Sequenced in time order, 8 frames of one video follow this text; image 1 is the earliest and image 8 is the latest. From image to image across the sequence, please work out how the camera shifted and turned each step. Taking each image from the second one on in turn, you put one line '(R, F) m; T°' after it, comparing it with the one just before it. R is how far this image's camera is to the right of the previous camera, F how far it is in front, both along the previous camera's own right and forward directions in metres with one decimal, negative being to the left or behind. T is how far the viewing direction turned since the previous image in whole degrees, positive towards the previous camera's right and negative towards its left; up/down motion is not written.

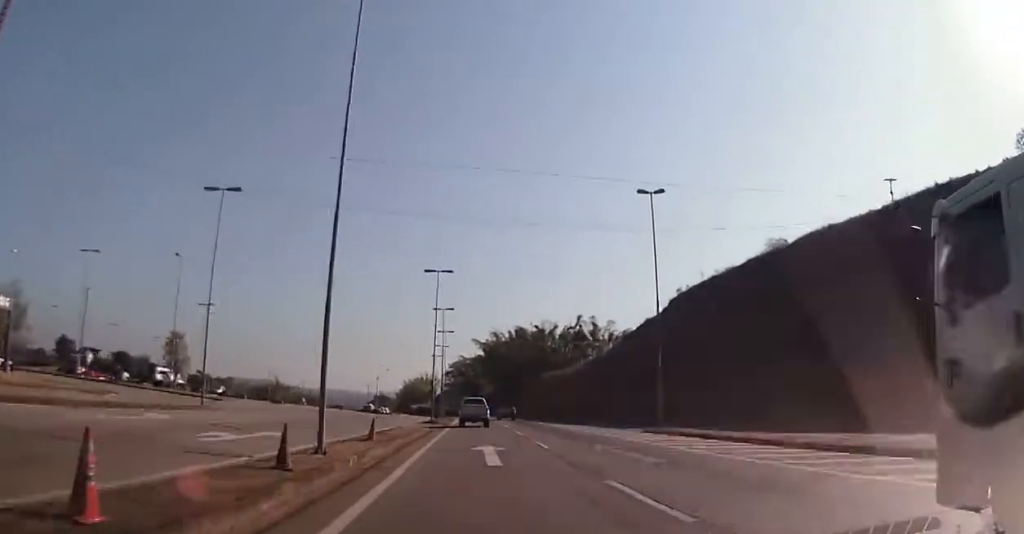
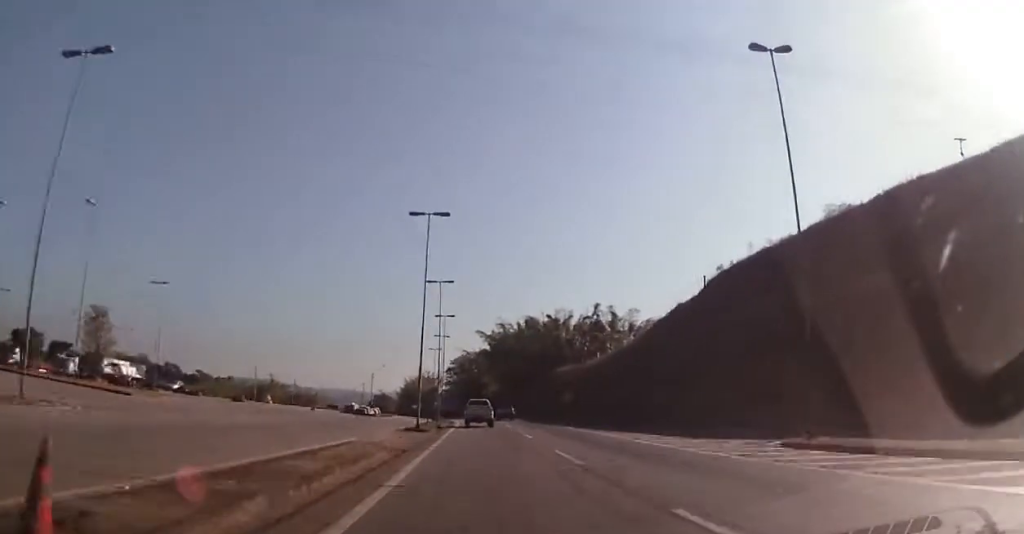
(0.0, +16.1) m; 0°
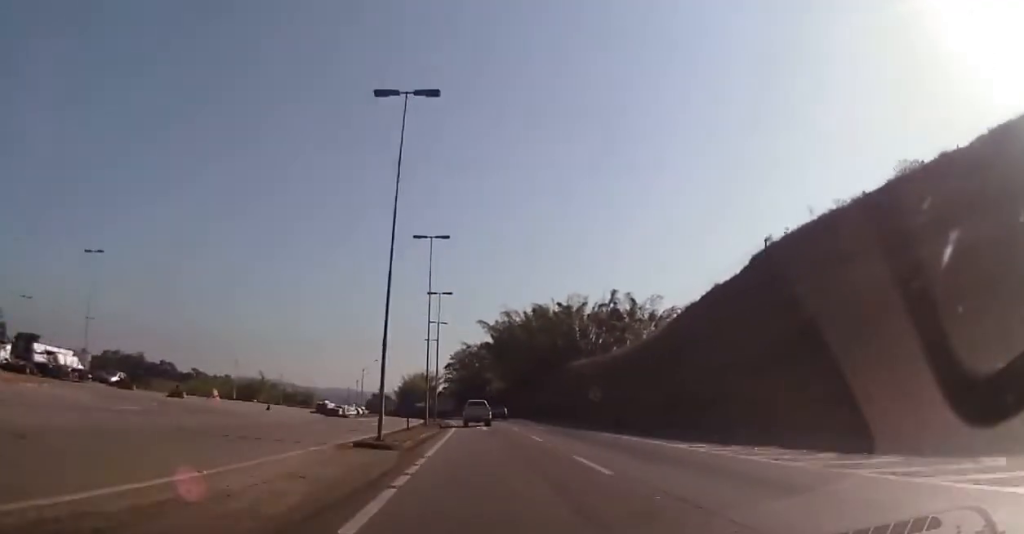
(-0.1, +15.1) m; 0°
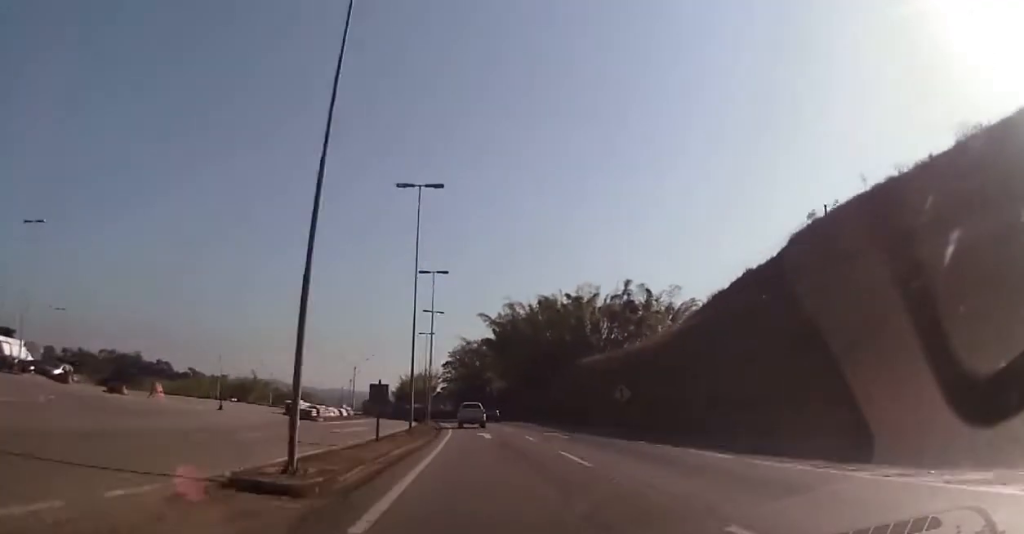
(-0.1, +10.2) m; 0°
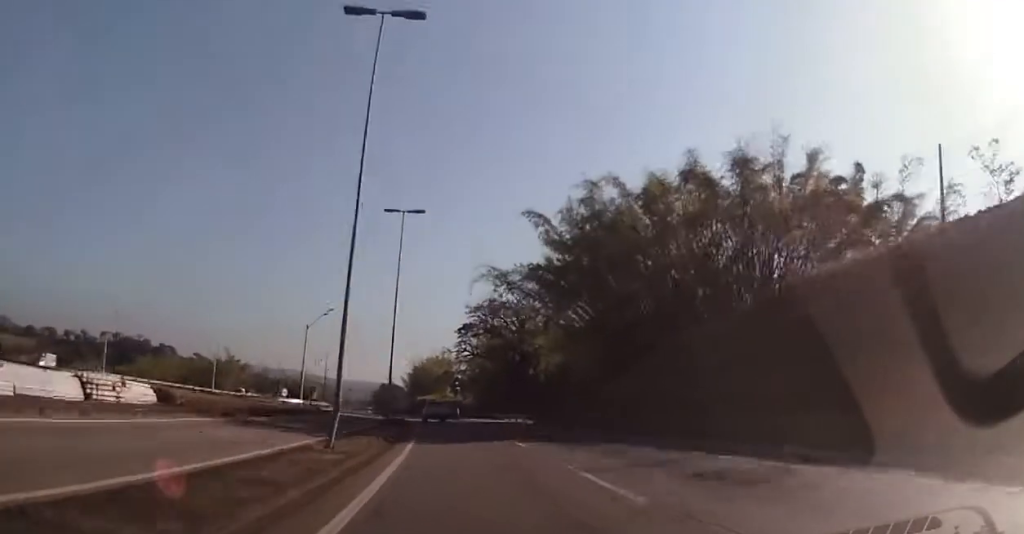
(-0.1, +54.9) m; -1°
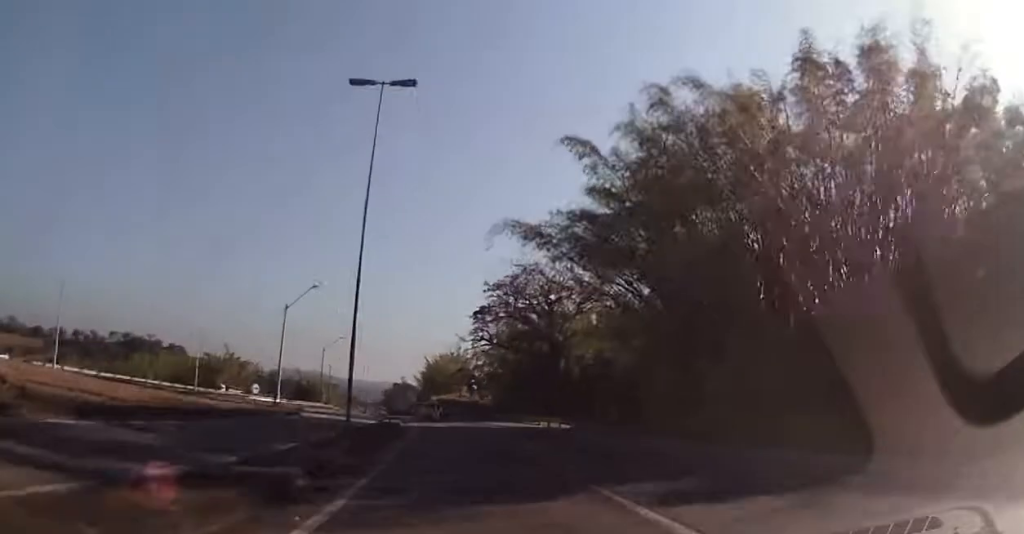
(+0.1, +15.4) m; -1°
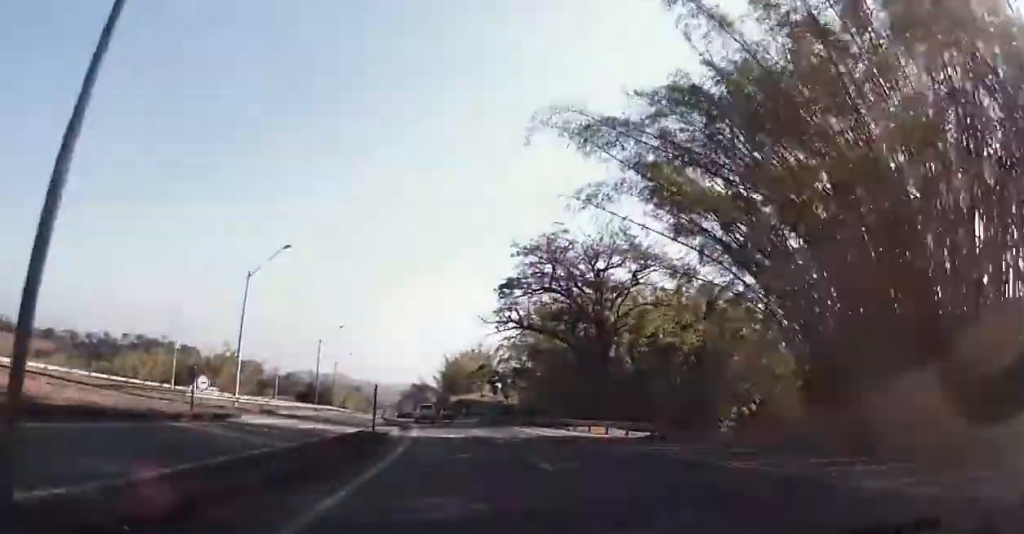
(-0.3, +16.1) m; -1°
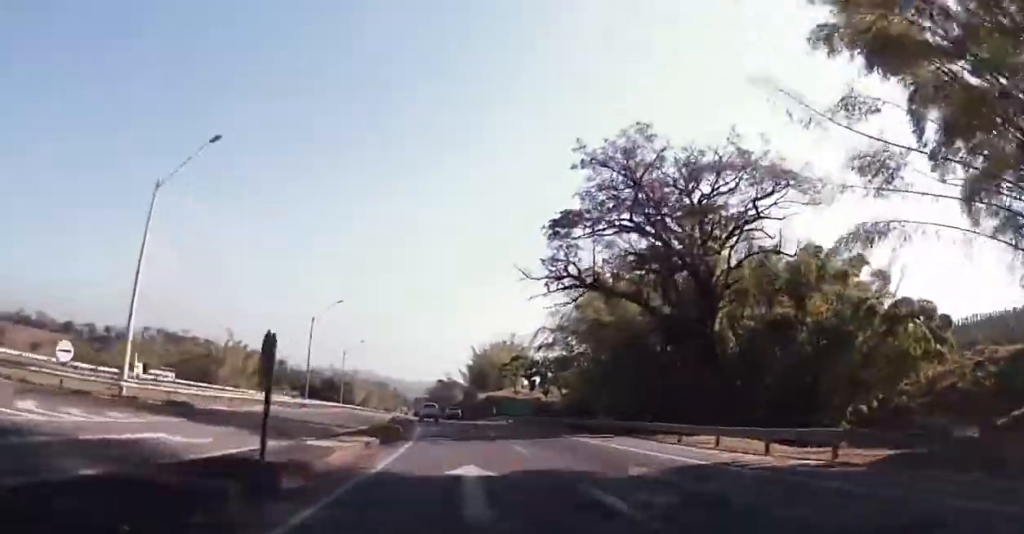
(-0.2, +18.5) m; -1°
